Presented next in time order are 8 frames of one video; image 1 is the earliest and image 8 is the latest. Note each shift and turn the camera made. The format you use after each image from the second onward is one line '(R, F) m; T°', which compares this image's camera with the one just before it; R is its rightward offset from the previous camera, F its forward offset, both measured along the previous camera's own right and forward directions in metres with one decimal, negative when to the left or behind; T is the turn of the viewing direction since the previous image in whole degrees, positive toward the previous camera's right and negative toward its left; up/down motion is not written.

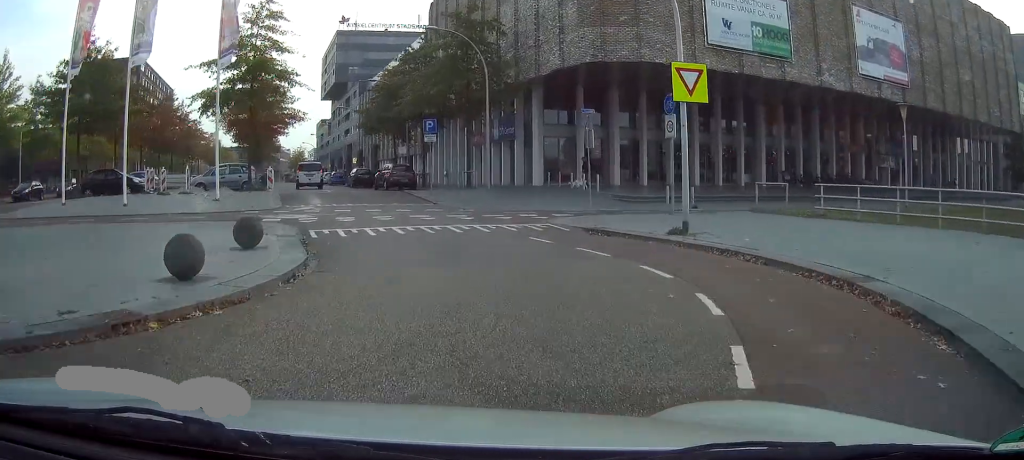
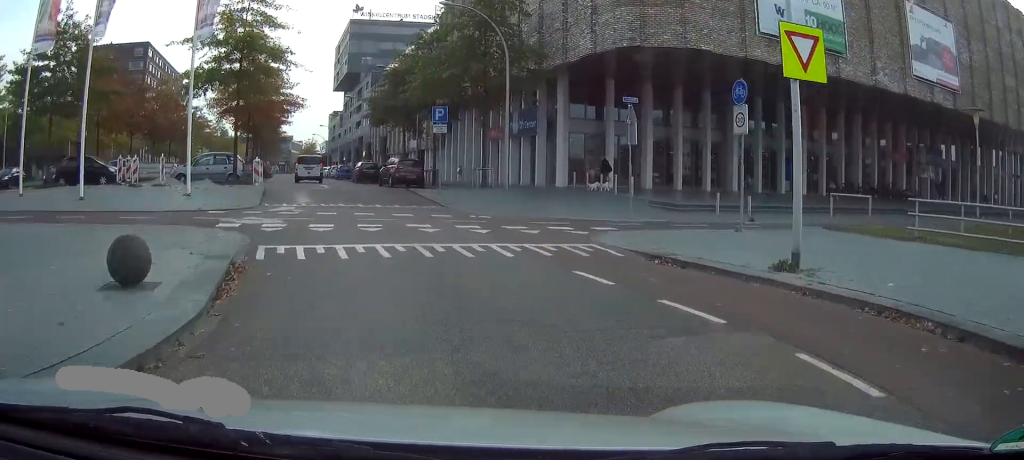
(0.0, +4.5) m; -2°
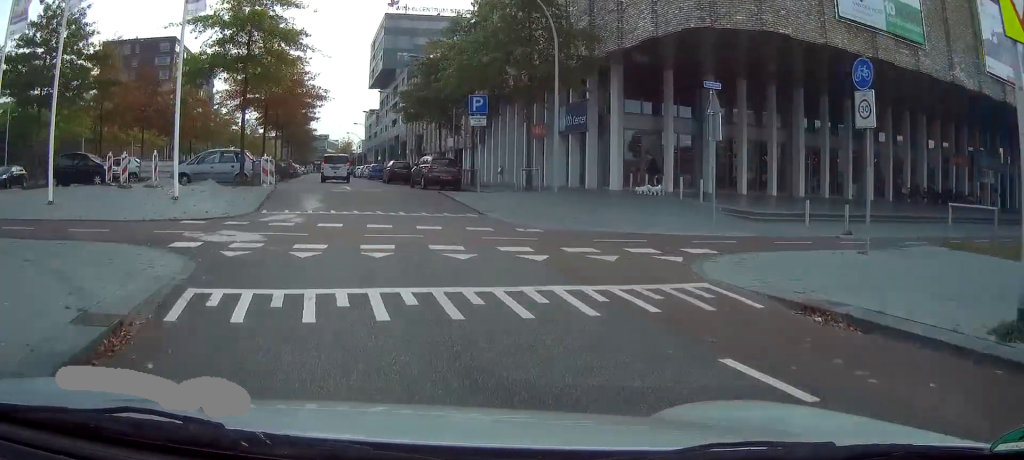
(+0.1, +4.2) m; -2°
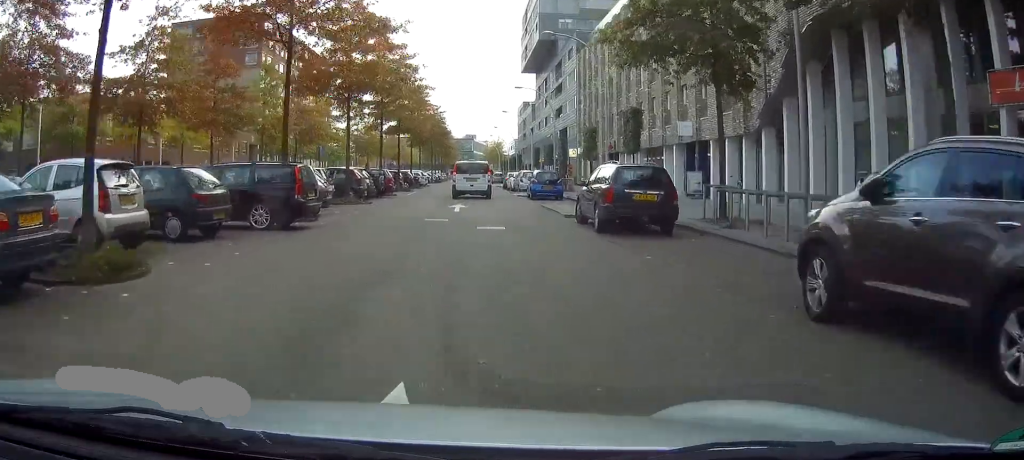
(-3.7, +29.8) m; -12°
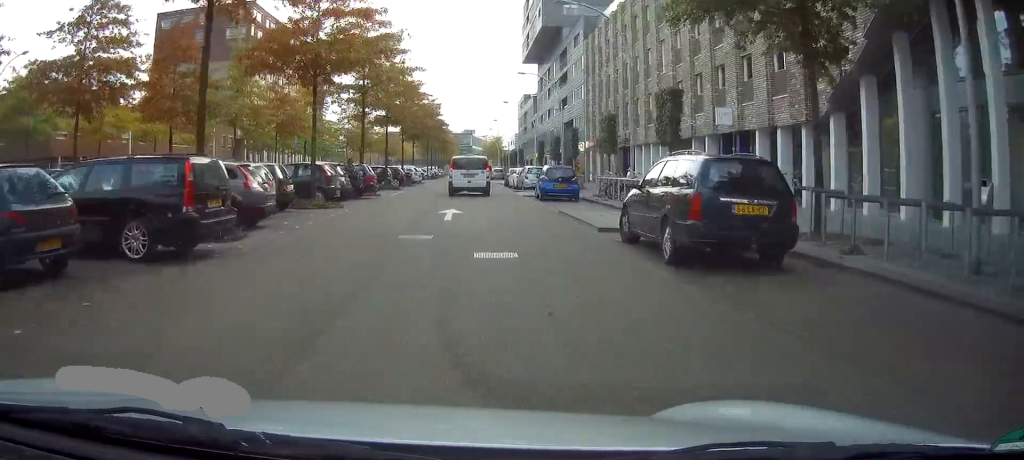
(0.0, +5.6) m; -1°
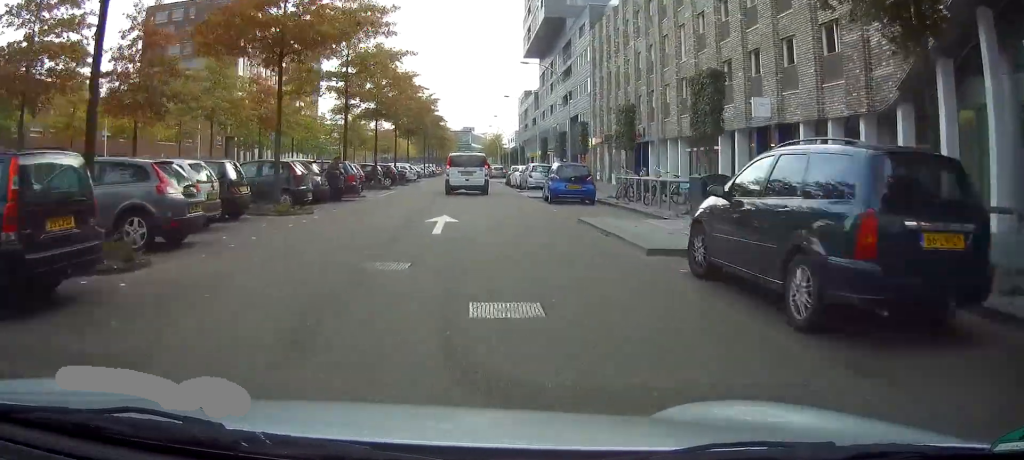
(0.0, +3.9) m; 0°
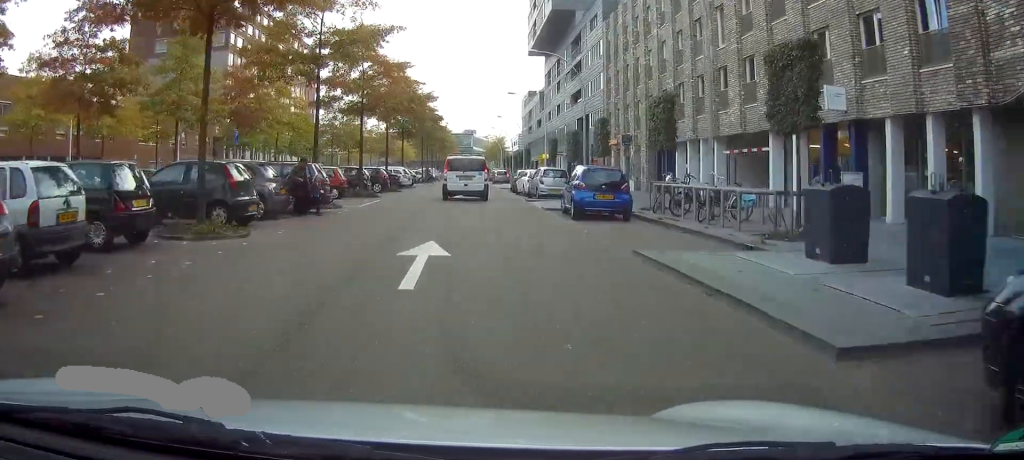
(-0.1, +5.2) m; 0°
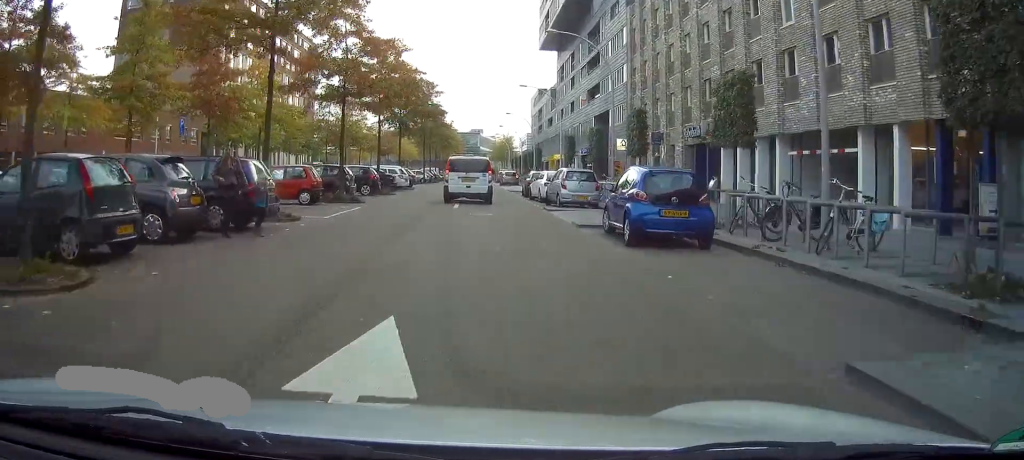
(0.0, +6.0) m; 0°
